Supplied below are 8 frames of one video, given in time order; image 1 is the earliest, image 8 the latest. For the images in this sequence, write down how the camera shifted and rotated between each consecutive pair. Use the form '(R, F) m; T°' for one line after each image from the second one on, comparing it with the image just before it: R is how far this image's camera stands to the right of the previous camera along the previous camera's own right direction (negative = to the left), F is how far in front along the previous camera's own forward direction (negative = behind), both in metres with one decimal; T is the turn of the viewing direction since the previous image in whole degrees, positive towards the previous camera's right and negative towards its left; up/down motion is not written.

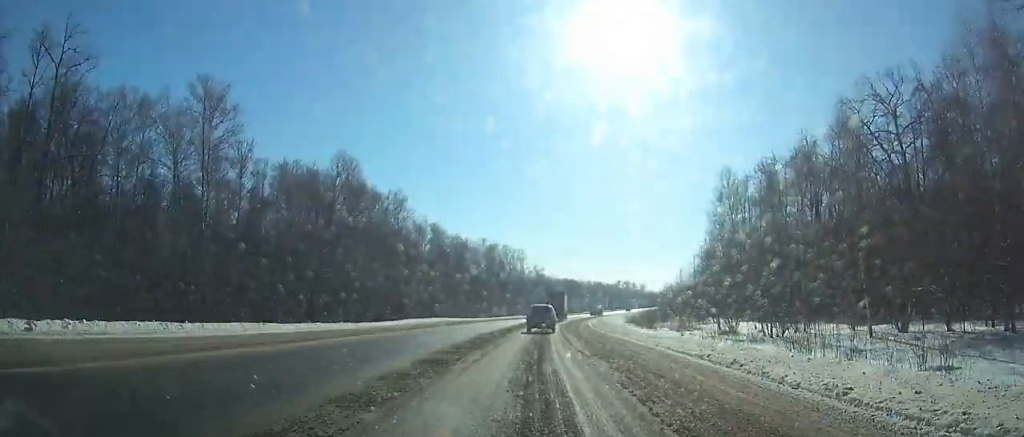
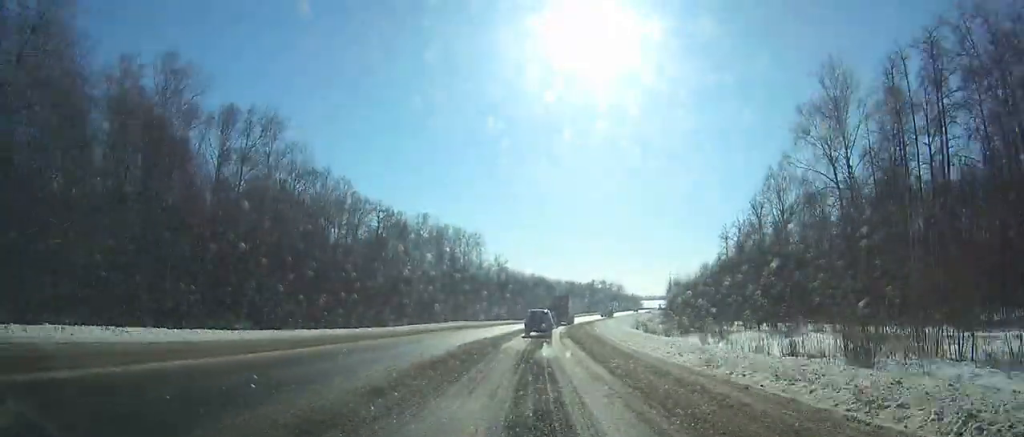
(+1.7, +51.1) m; +4°
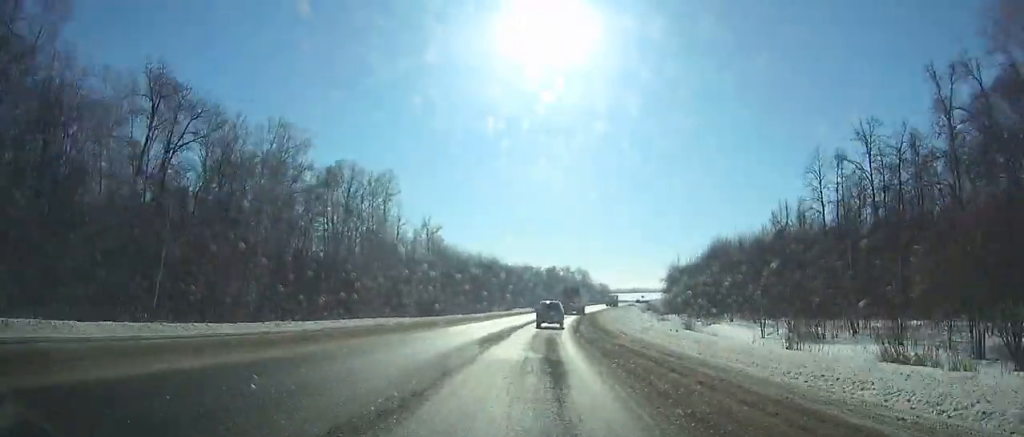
(+2.5, +59.9) m; +5°
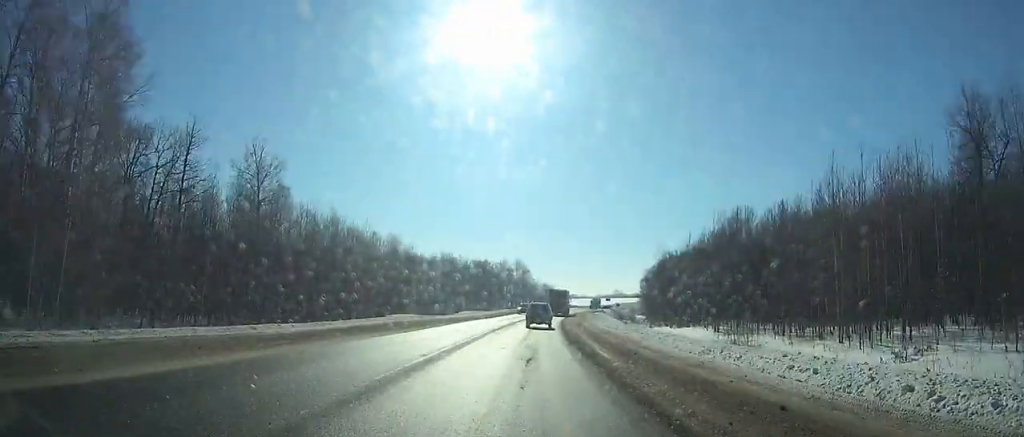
(+3.1, +60.3) m; +5°
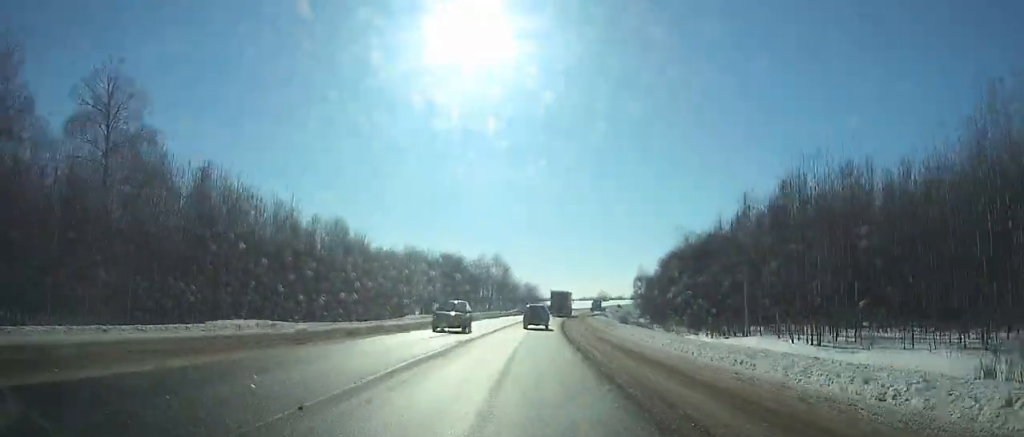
(+0.3, +27.1) m; +2°
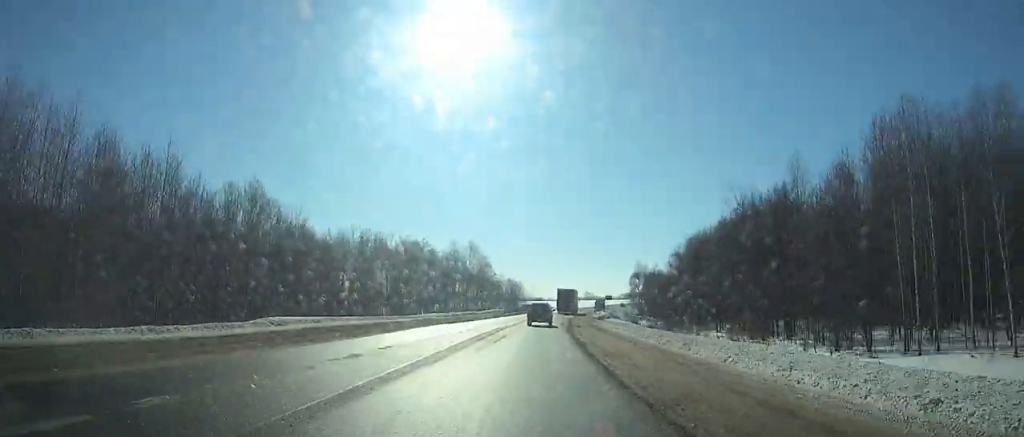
(+0.7, +27.0) m; +2°
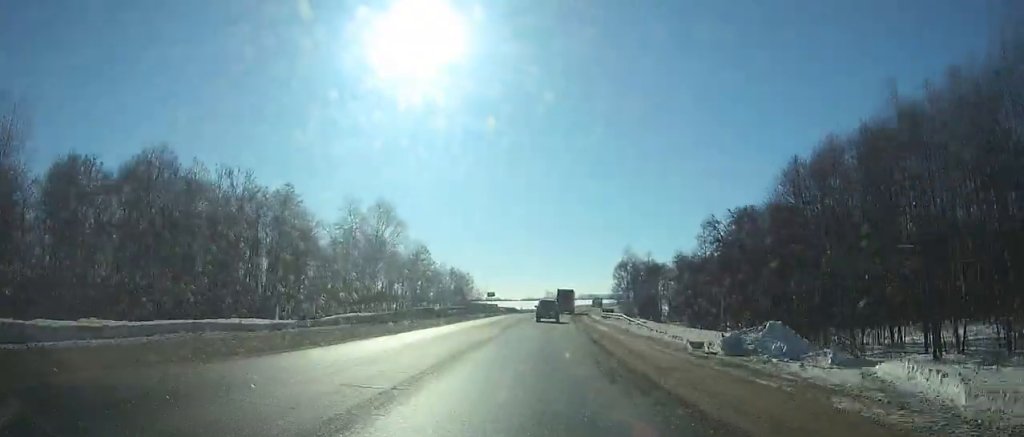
(+1.4, +51.6) m; +4°
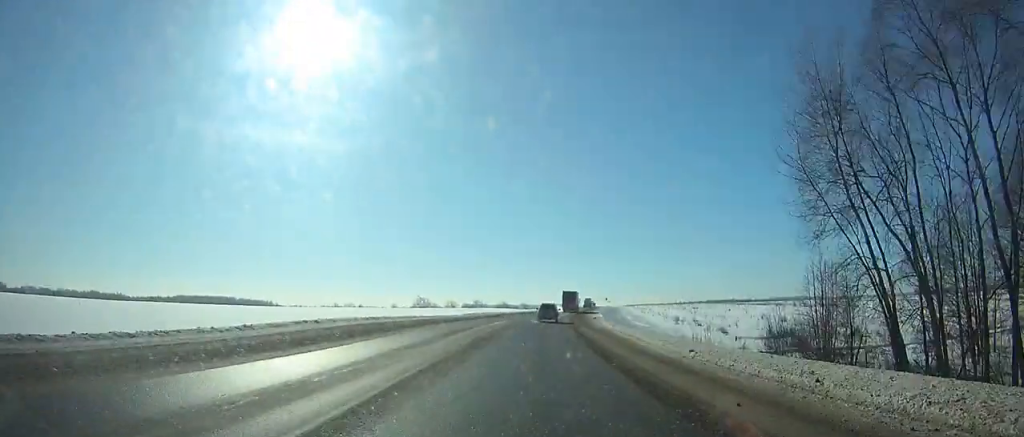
(+15.9, +169.0) m; +11°
